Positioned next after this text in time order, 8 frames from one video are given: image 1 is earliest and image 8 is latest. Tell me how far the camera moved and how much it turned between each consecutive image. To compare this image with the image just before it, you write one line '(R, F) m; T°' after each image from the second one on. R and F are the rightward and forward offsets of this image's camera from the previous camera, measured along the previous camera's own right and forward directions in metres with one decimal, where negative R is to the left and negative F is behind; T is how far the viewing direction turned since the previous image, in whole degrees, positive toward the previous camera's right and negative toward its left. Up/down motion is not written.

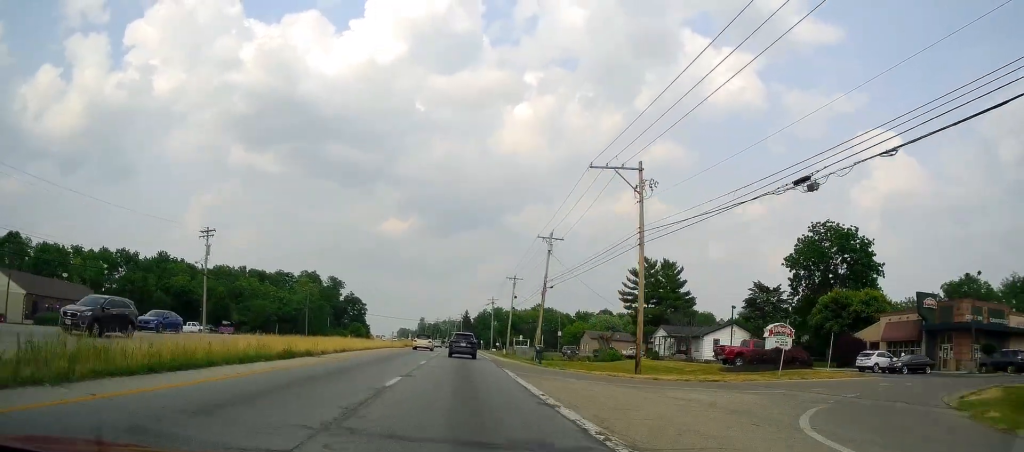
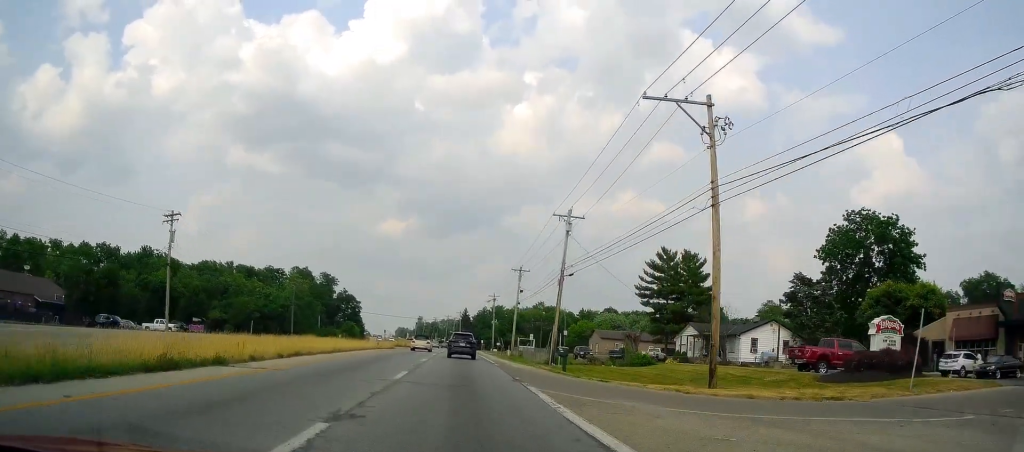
(0.0, +9.8) m; -1°
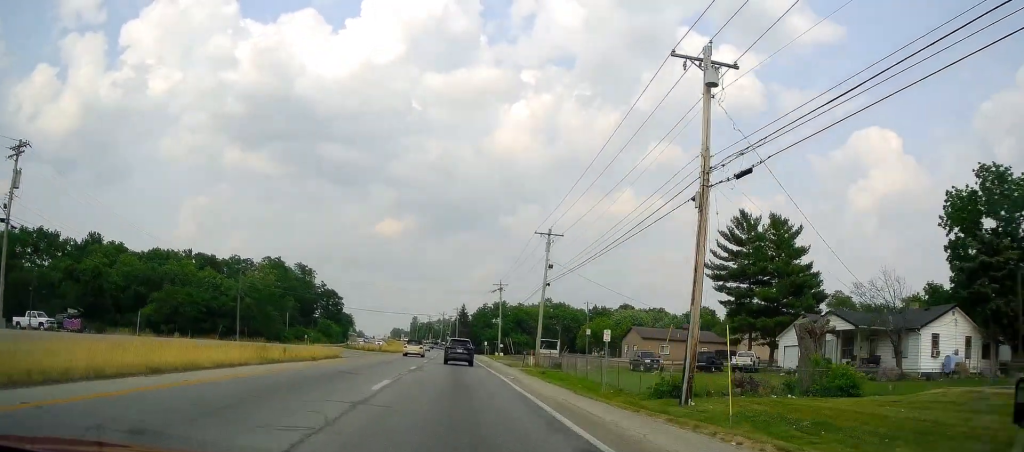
(-0.7, +27.1) m; +1°
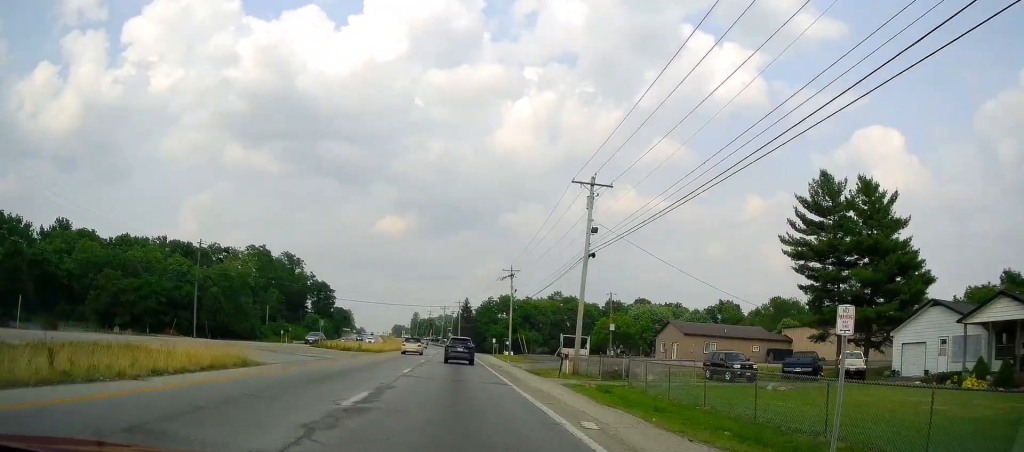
(+0.7, +15.7) m; +1°
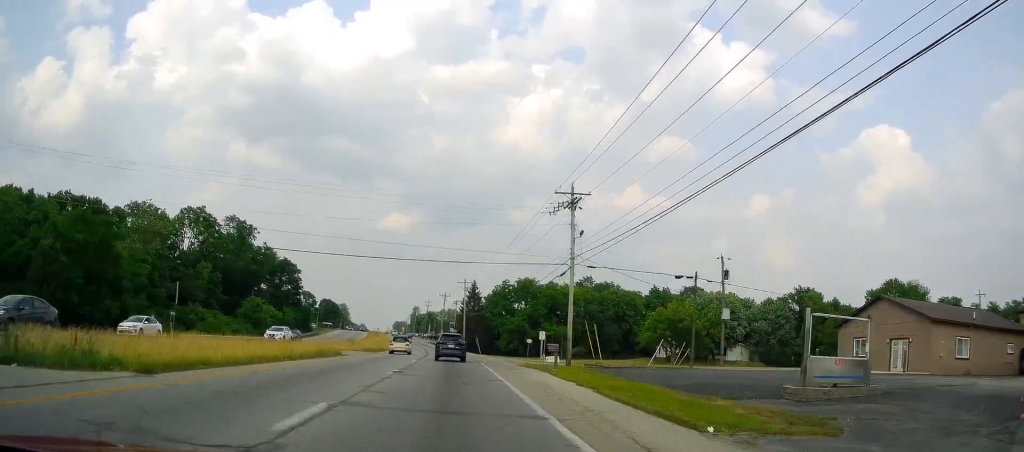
(-0.9, +40.5) m; -1°
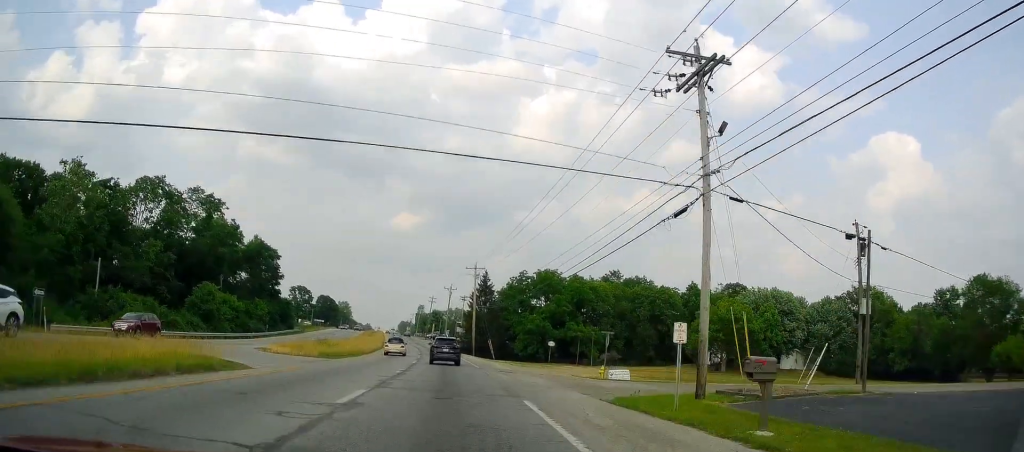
(-0.3, +20.5) m; -2°
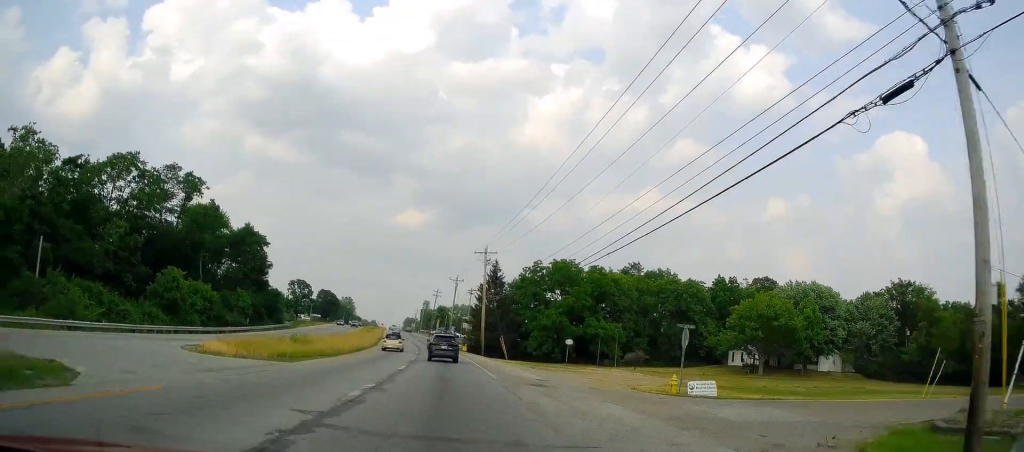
(-0.2, +10.9) m; -1°
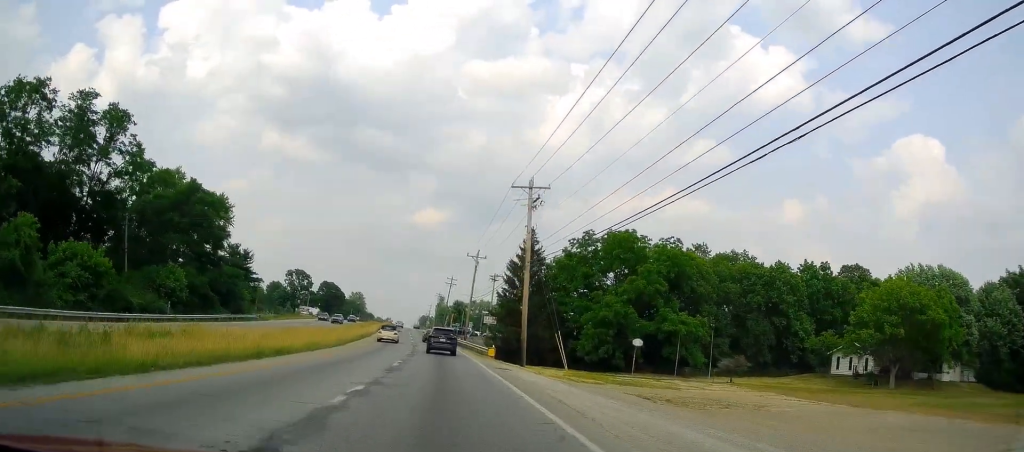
(-0.7, +26.9) m; -3°
